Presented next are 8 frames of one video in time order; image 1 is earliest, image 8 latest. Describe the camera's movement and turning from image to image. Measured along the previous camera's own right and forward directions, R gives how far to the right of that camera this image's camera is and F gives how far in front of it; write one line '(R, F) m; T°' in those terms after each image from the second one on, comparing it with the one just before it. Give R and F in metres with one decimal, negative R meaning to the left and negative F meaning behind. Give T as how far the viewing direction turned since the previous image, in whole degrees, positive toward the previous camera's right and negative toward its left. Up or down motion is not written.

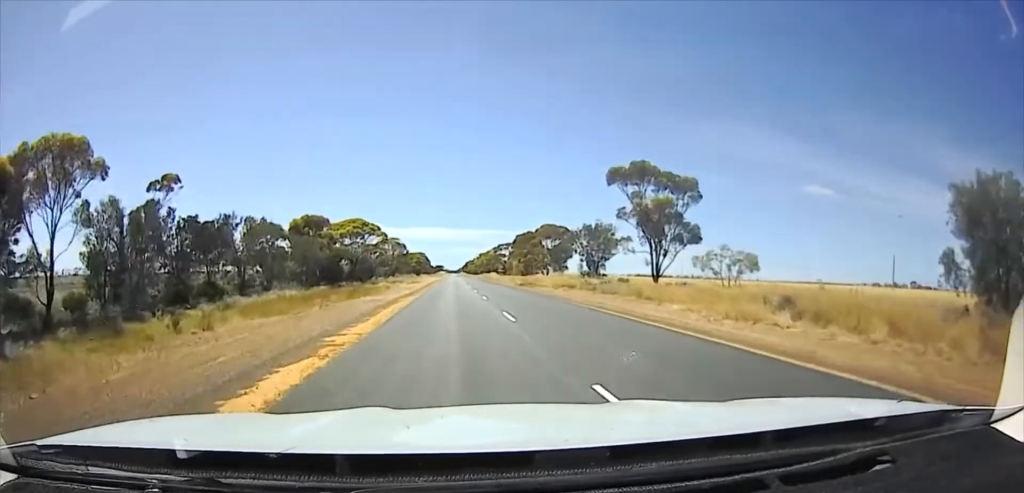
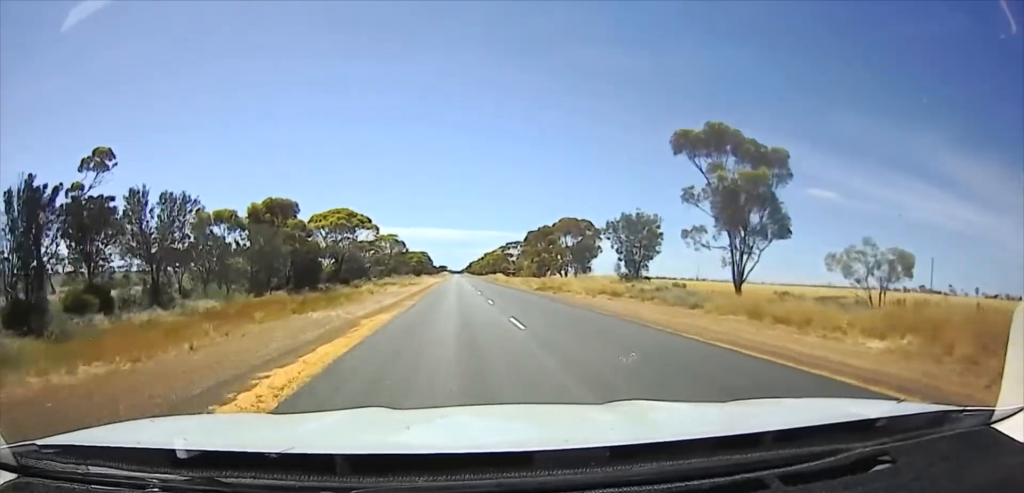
(0.0, +13.2) m; 0°
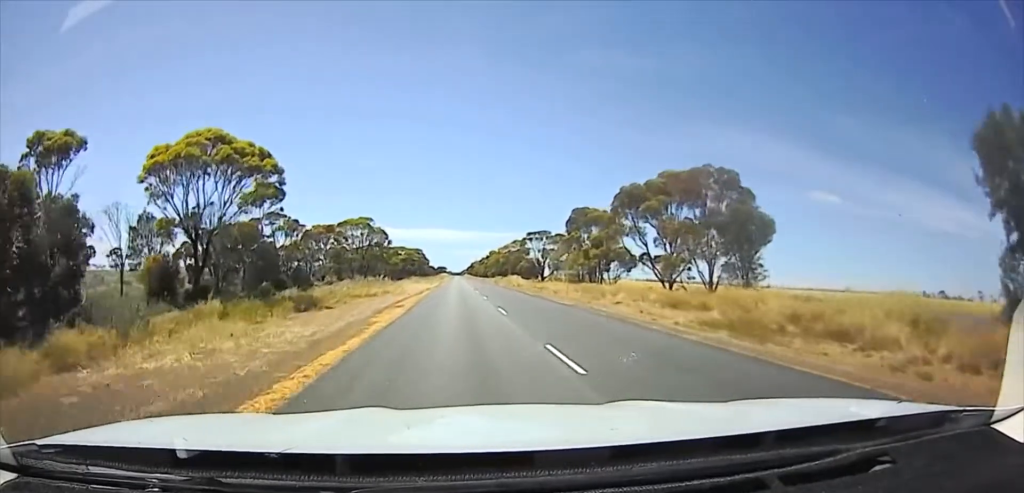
(-0.1, +46.3) m; 0°
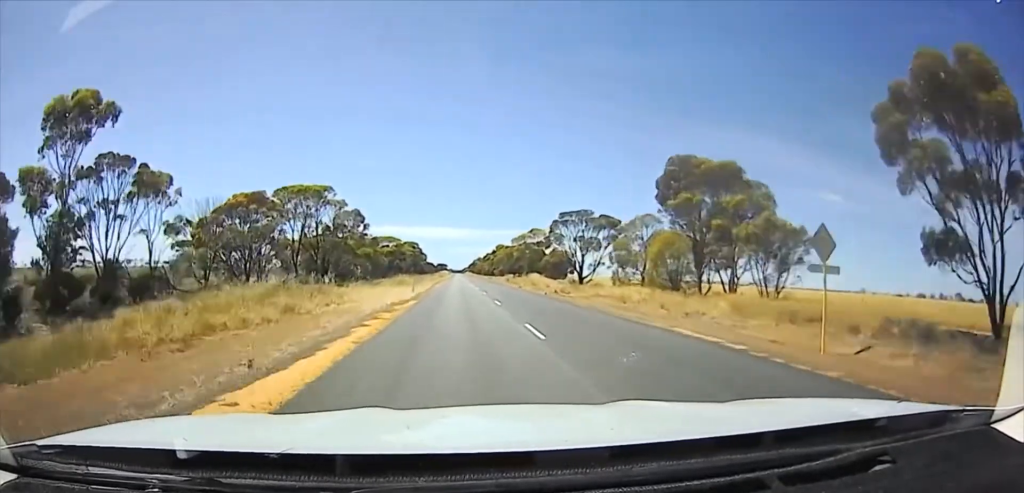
(0.0, +43.6) m; 0°
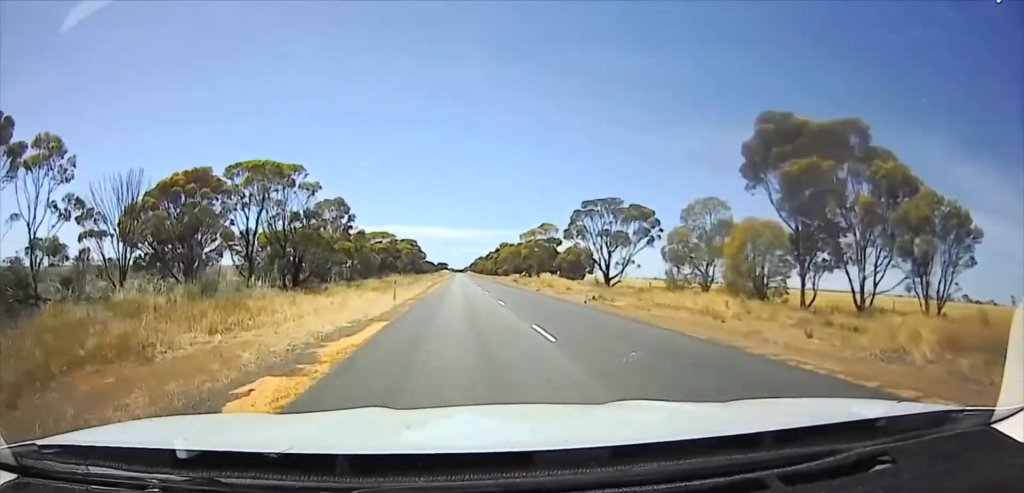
(0.0, +17.6) m; 0°
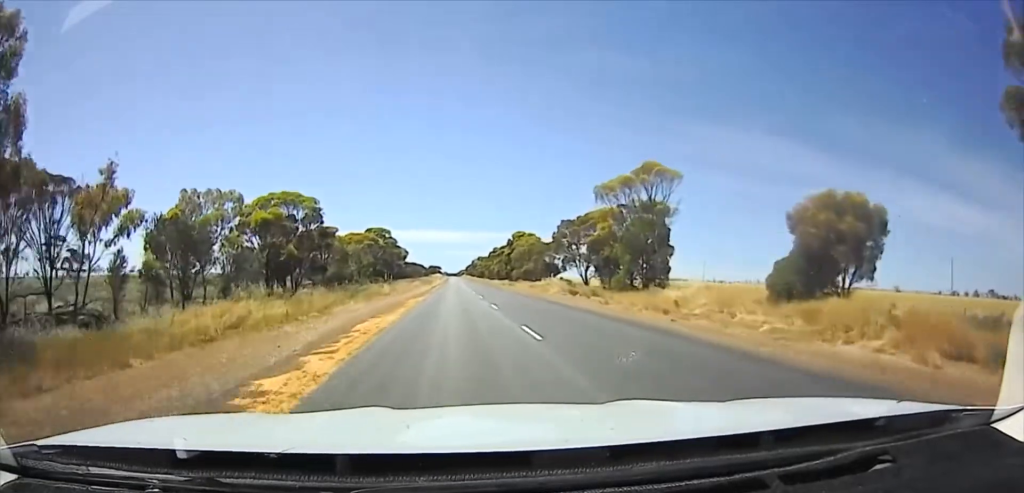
(0.0, +70.2) m; 0°
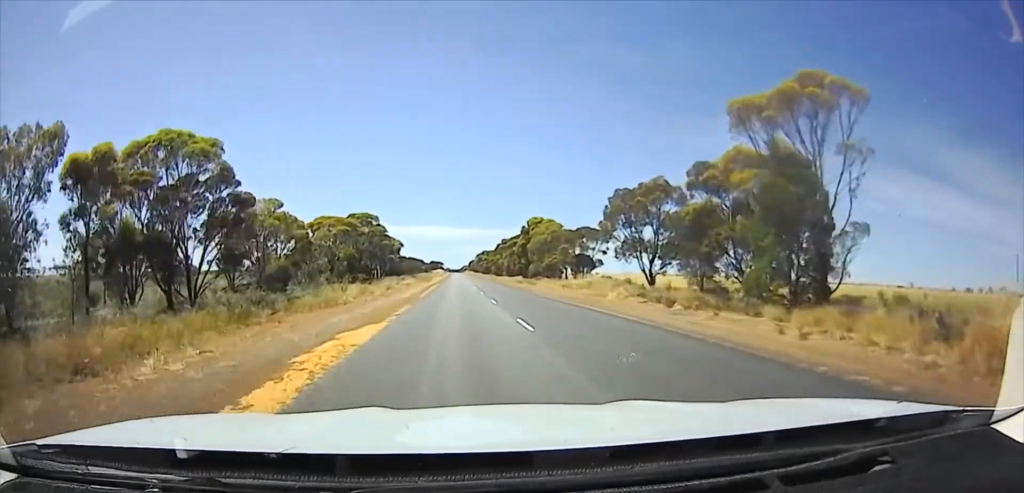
(0.0, +22.0) m; 0°
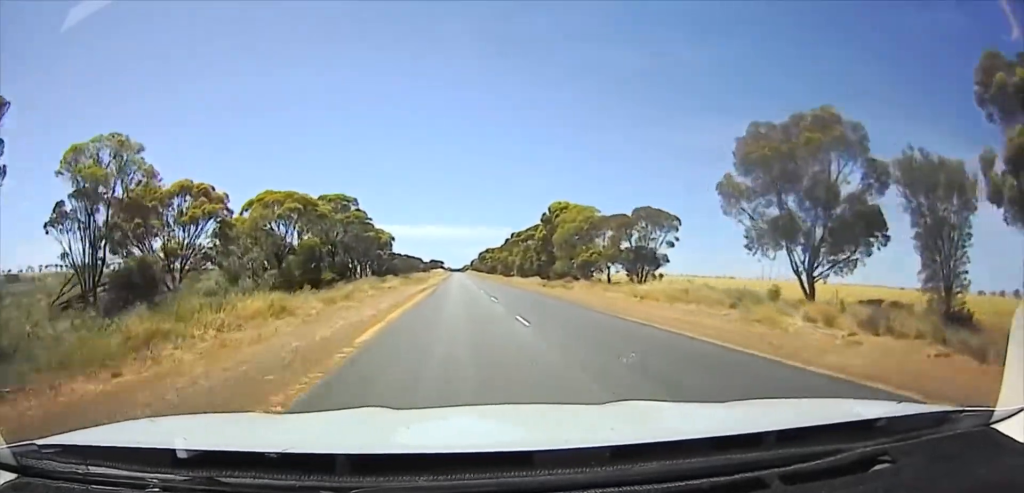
(0.0, +20.0) m; 0°
